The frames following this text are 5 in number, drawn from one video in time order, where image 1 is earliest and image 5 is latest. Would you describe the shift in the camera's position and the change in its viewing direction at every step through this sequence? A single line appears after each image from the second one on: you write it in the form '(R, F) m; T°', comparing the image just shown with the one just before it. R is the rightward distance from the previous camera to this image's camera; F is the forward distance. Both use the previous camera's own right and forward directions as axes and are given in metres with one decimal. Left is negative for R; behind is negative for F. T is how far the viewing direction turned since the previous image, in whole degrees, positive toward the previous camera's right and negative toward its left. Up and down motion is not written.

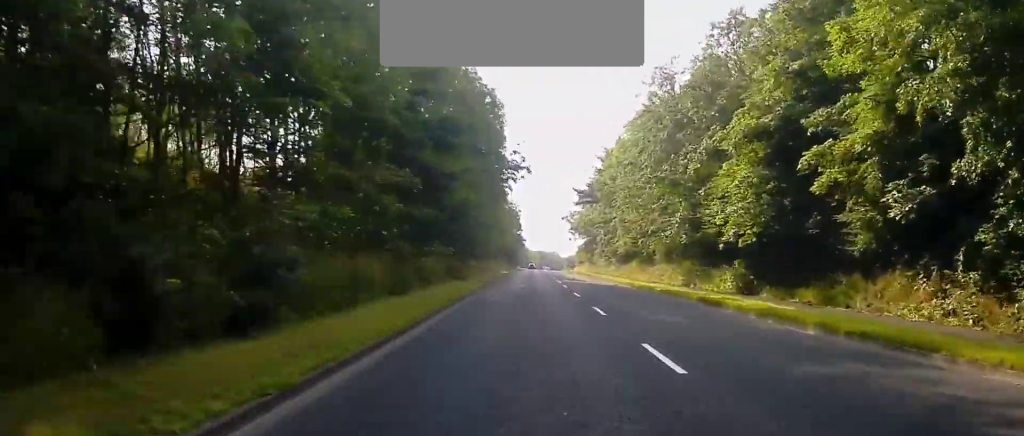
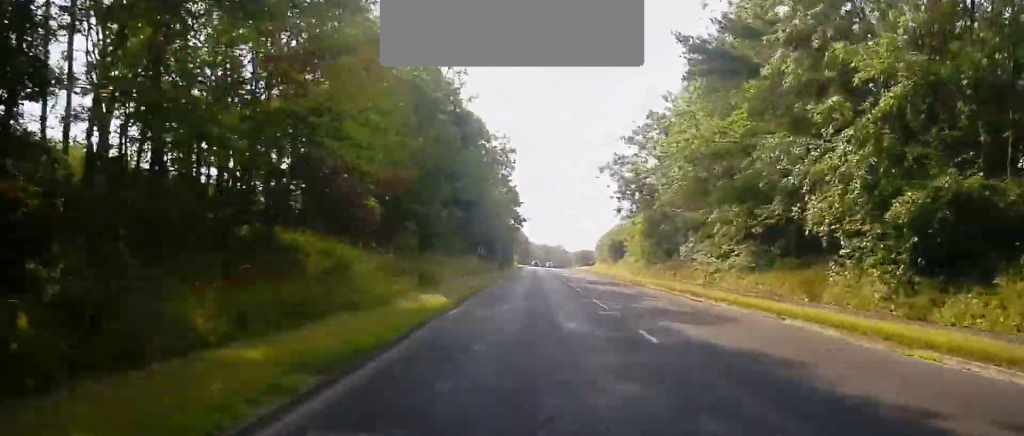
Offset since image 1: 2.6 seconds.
(-1.2, +63.4) m; -1°
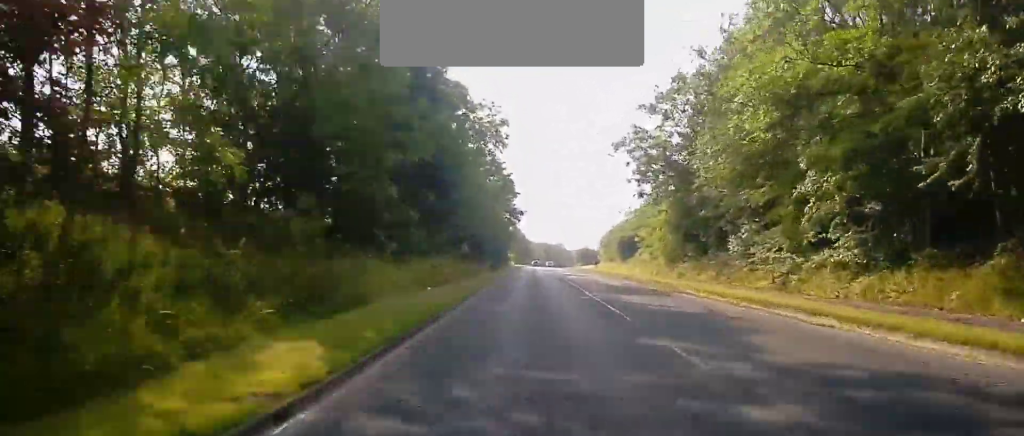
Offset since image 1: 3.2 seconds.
(+0.1, +12.4) m; 0°
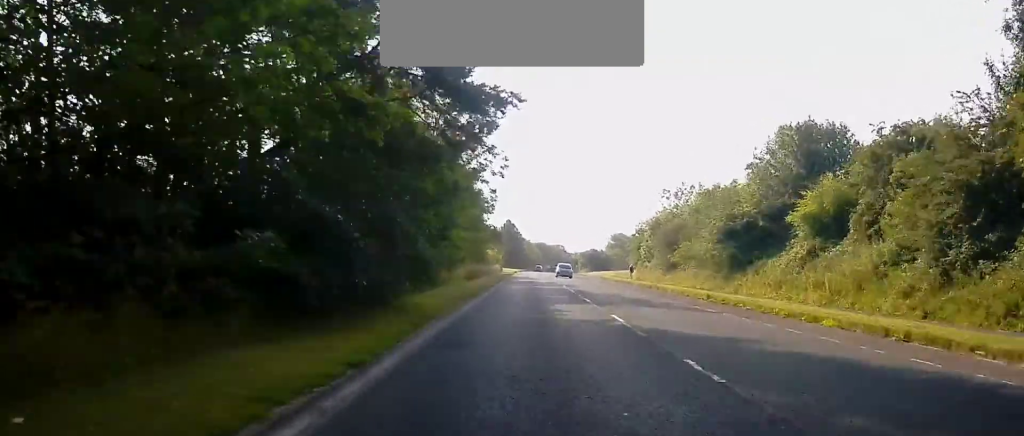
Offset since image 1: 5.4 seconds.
(+0.1, +54.3) m; 0°
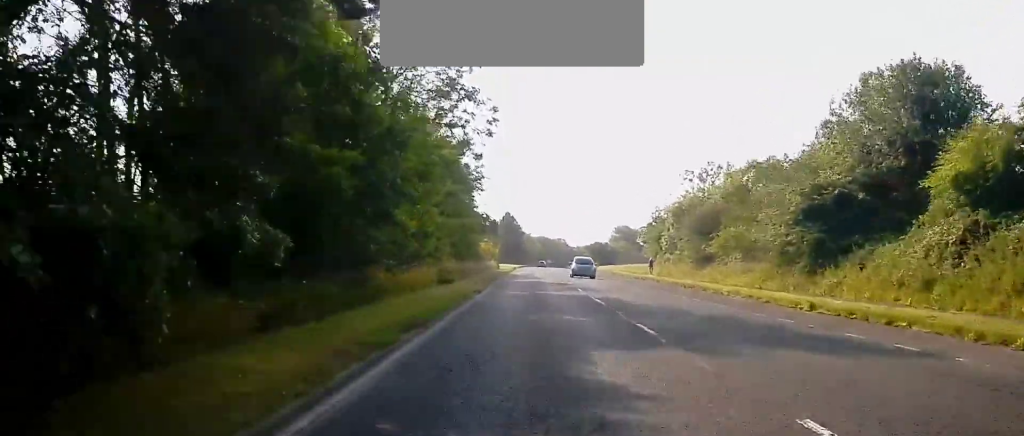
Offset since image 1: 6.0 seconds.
(0.0, +13.3) m; 0°
